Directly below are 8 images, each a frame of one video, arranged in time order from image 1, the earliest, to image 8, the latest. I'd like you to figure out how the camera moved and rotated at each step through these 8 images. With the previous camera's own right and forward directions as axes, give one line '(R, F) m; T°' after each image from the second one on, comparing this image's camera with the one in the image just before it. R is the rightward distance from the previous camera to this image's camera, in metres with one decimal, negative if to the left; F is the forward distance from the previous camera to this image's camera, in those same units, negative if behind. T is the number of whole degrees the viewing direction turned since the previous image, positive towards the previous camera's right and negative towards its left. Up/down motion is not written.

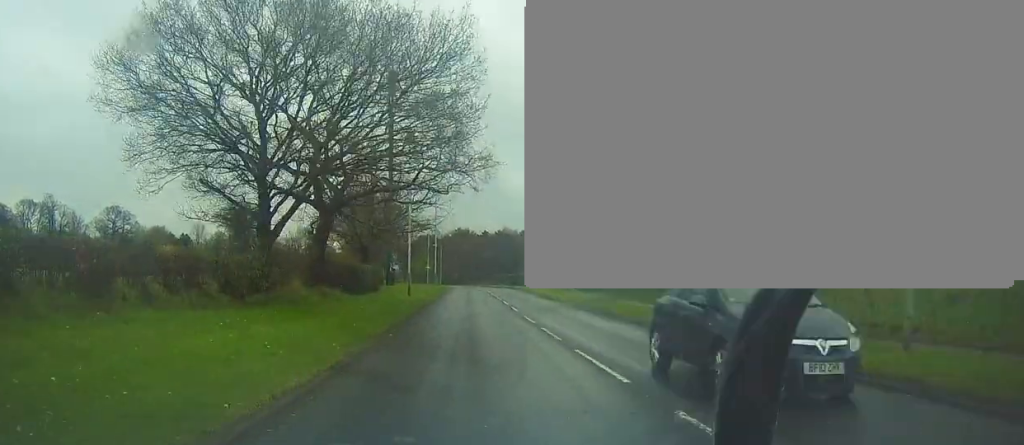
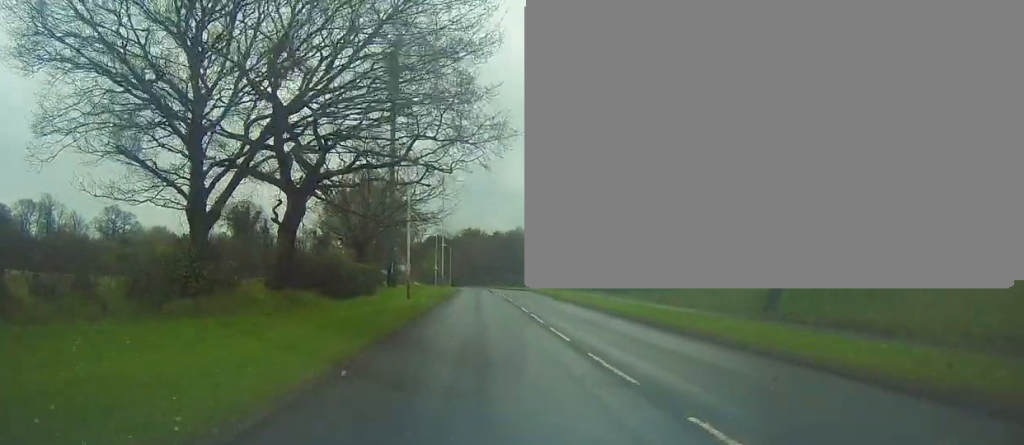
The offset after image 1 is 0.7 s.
(0.0, +6.0) m; +1°
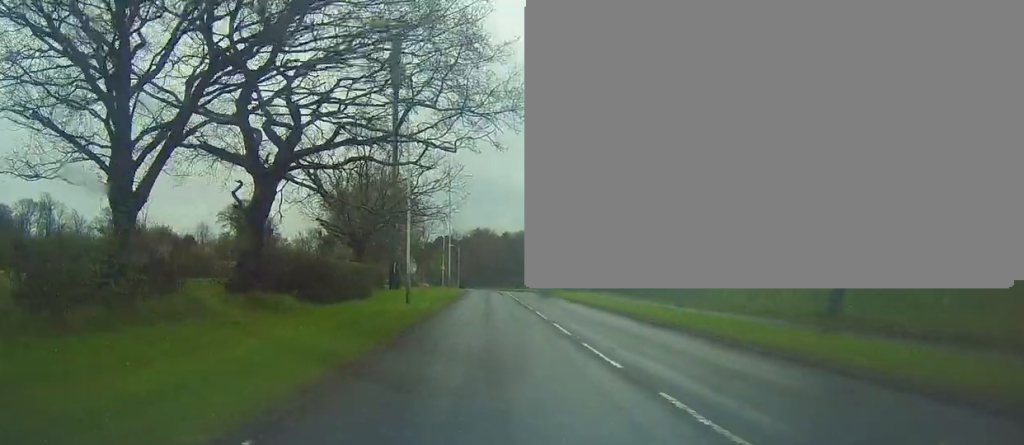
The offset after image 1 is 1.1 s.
(+0.2, +4.1) m; 0°
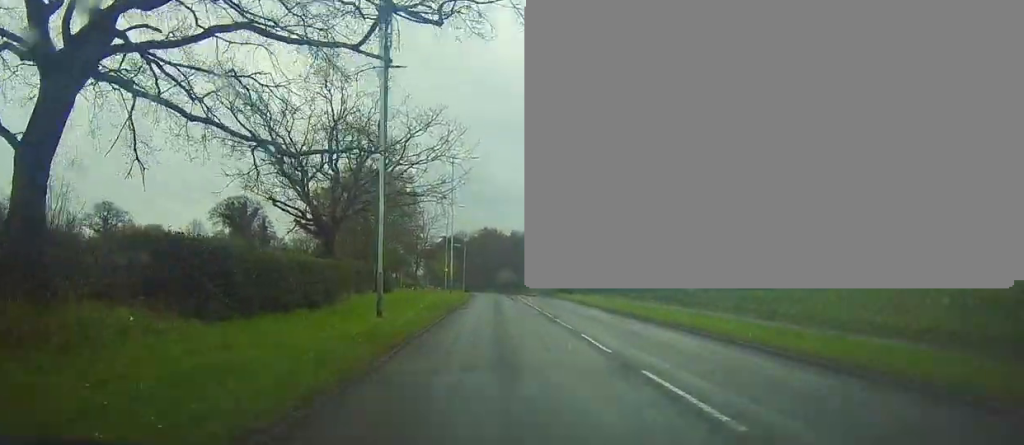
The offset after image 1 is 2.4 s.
(-0.3, +10.0) m; -3°
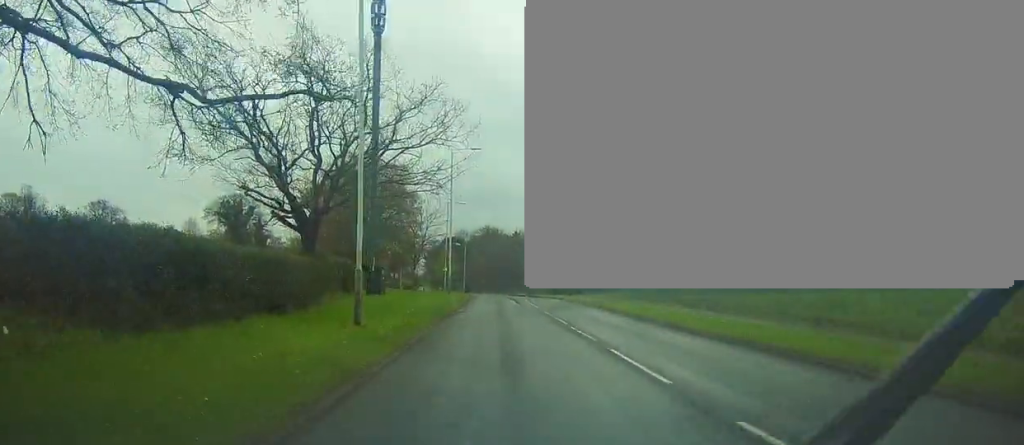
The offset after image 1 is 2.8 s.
(0.0, +3.5) m; +1°
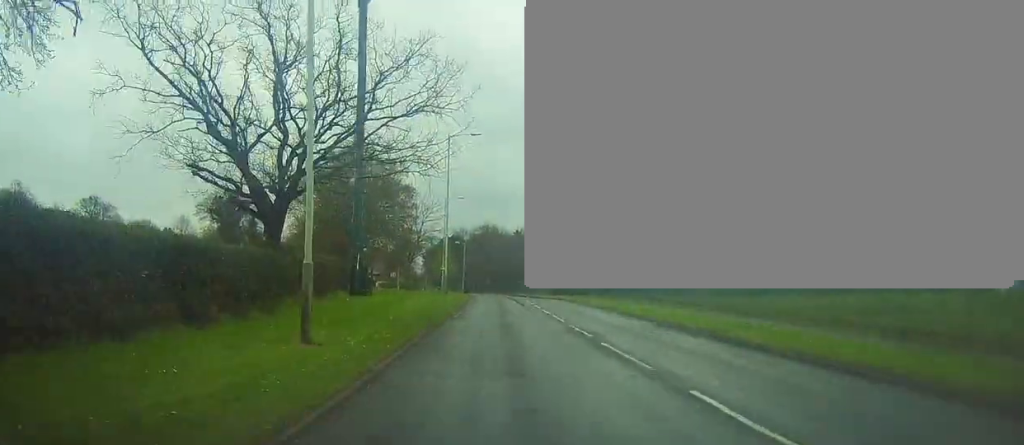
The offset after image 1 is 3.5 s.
(0.0, +4.9) m; +1°
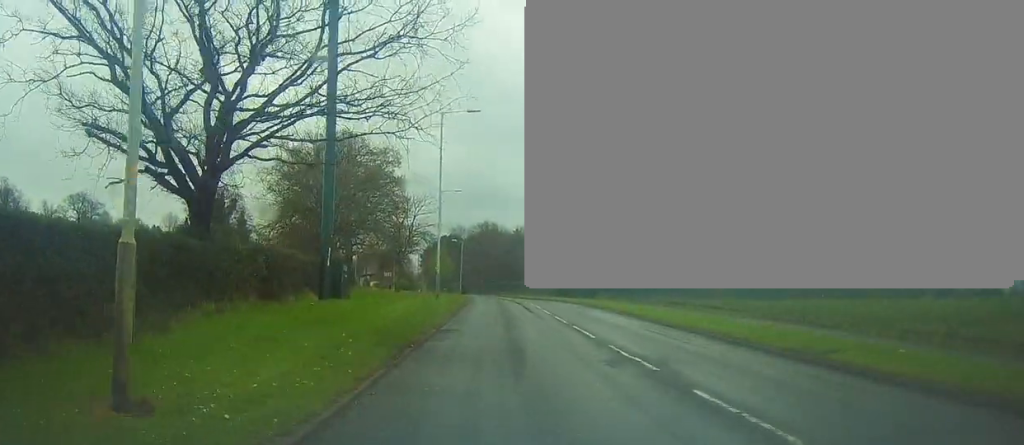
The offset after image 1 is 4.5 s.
(+0.2, +6.4) m; +1°
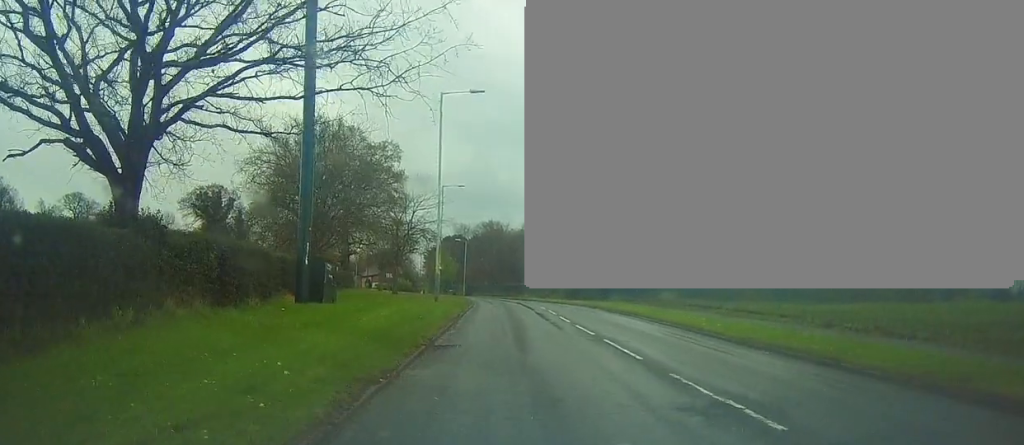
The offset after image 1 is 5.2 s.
(0.0, +4.1) m; -4°
